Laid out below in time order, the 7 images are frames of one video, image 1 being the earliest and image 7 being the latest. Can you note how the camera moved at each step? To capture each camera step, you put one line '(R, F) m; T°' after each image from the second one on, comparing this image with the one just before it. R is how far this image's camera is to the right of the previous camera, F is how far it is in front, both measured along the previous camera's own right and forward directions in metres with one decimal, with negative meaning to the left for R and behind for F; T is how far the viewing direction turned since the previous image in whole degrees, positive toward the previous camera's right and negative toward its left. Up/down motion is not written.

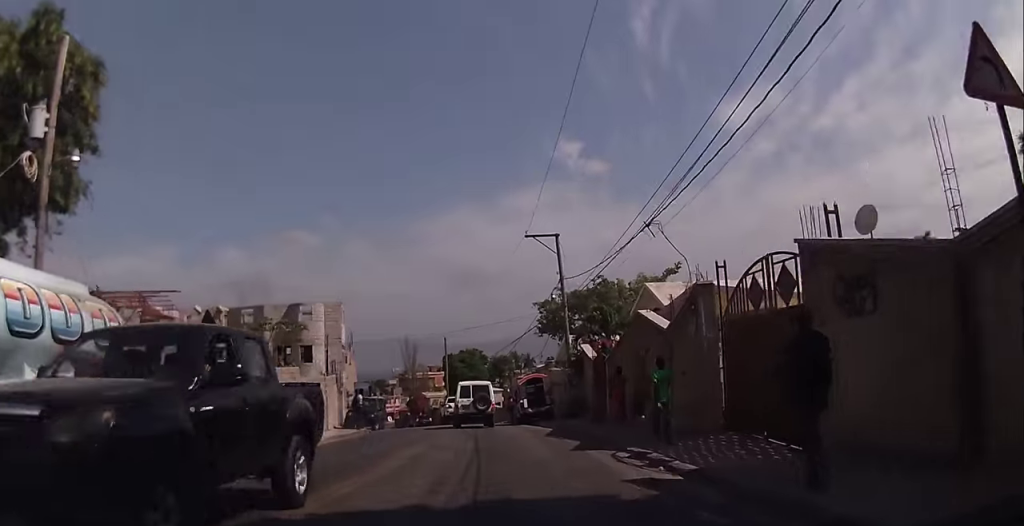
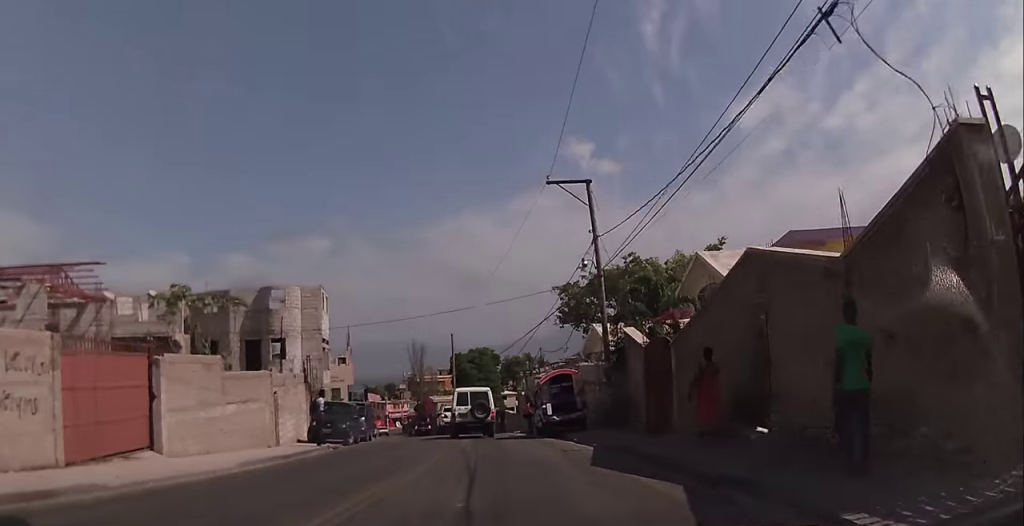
(+0.1, +8.7) m; +3°
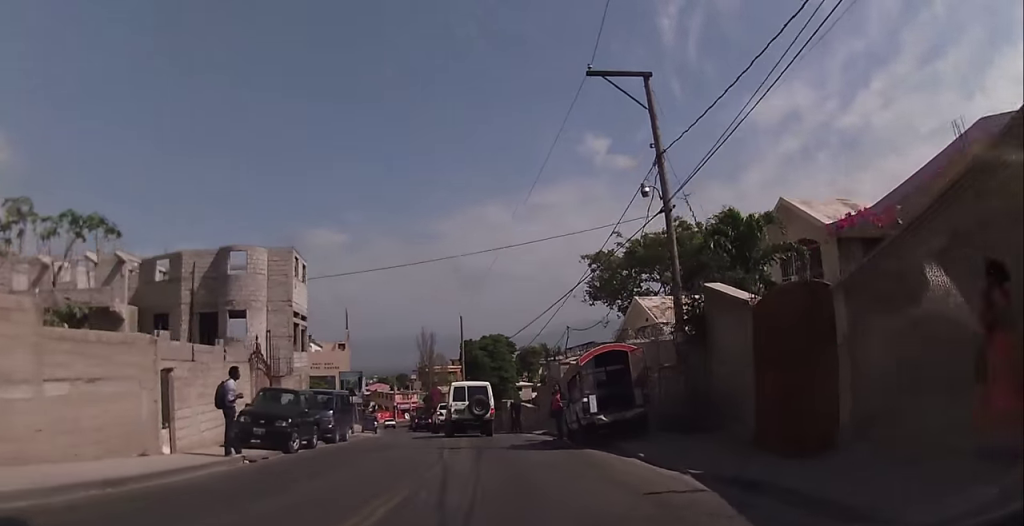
(+0.5, +8.4) m; +1°
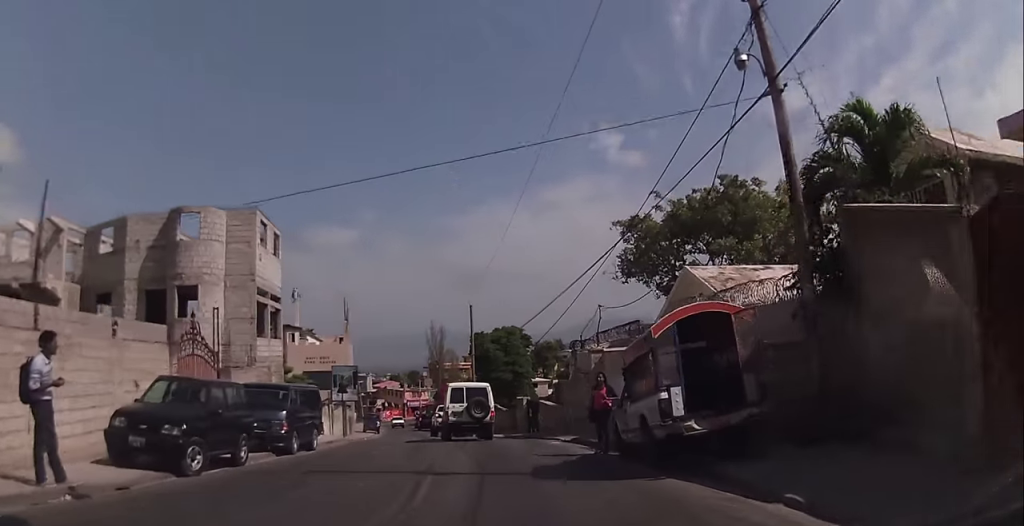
(-0.3, +6.7) m; -2°
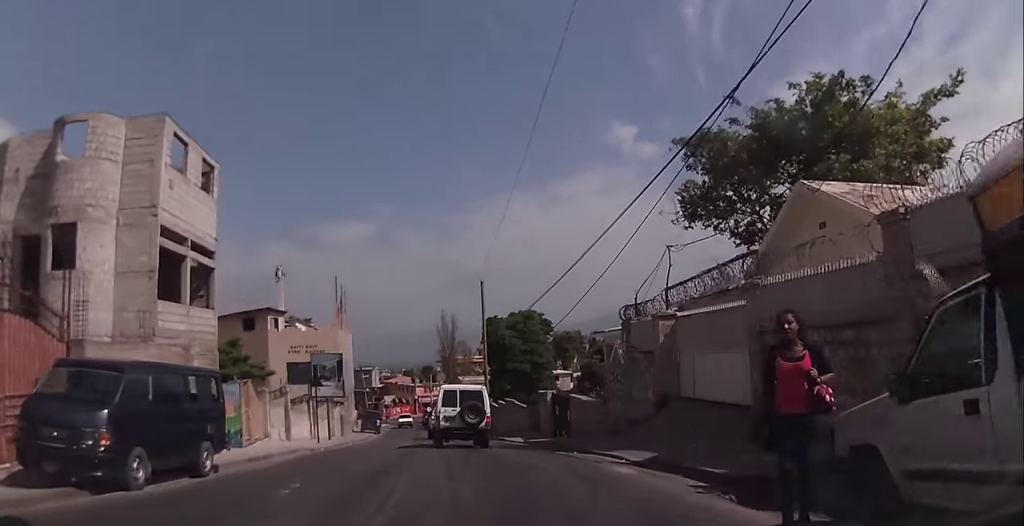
(-0.1, +9.1) m; -3°
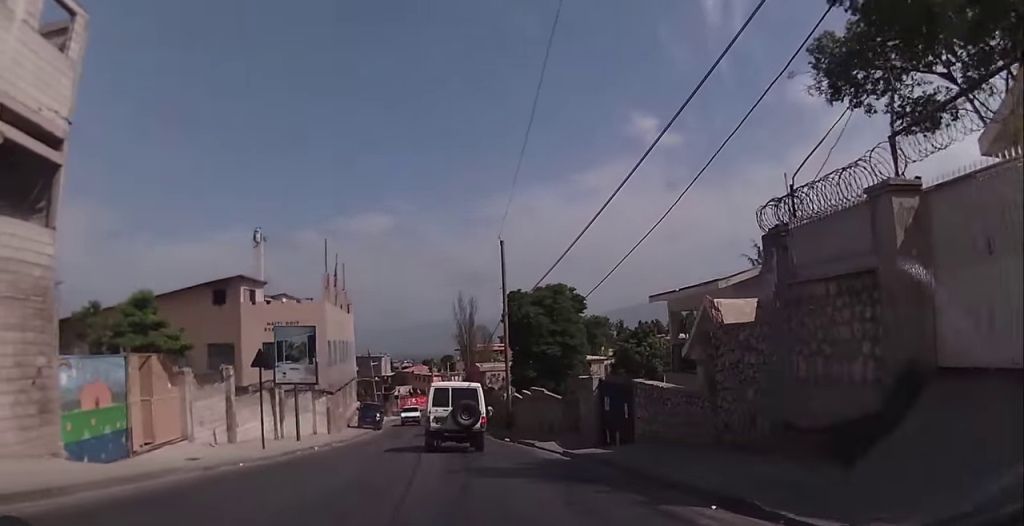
(-0.4, +10.1) m; -4°
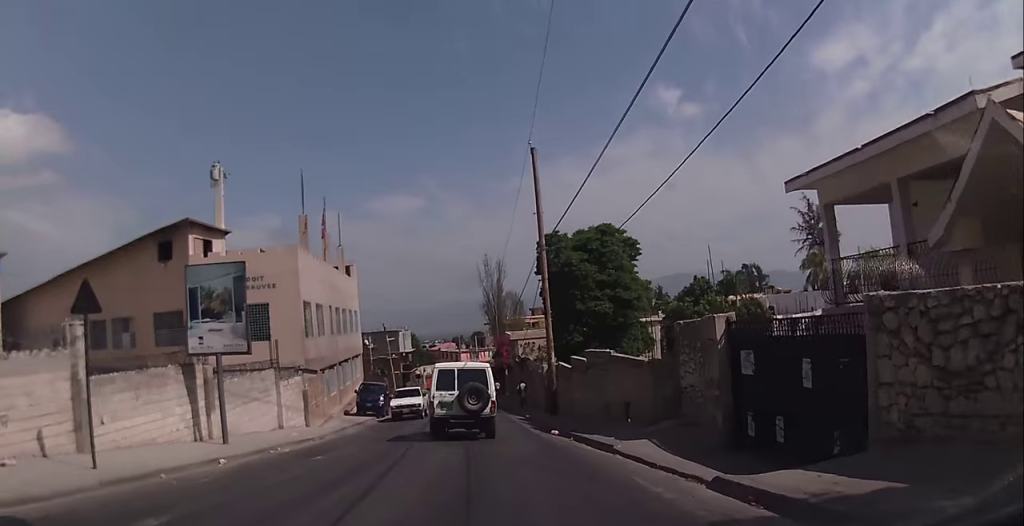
(-0.2, +11.0) m; -2°
